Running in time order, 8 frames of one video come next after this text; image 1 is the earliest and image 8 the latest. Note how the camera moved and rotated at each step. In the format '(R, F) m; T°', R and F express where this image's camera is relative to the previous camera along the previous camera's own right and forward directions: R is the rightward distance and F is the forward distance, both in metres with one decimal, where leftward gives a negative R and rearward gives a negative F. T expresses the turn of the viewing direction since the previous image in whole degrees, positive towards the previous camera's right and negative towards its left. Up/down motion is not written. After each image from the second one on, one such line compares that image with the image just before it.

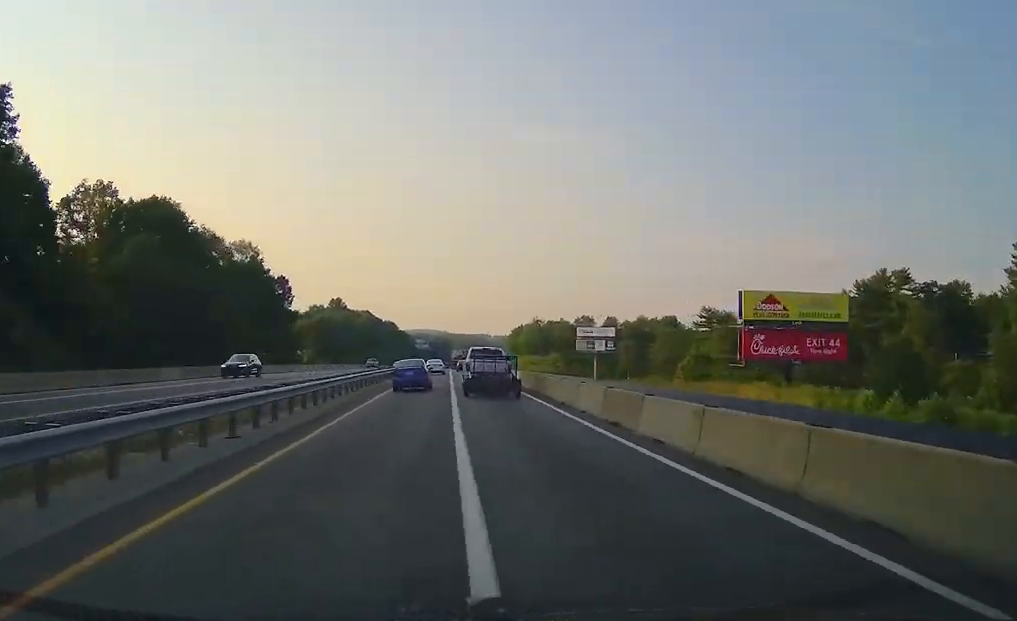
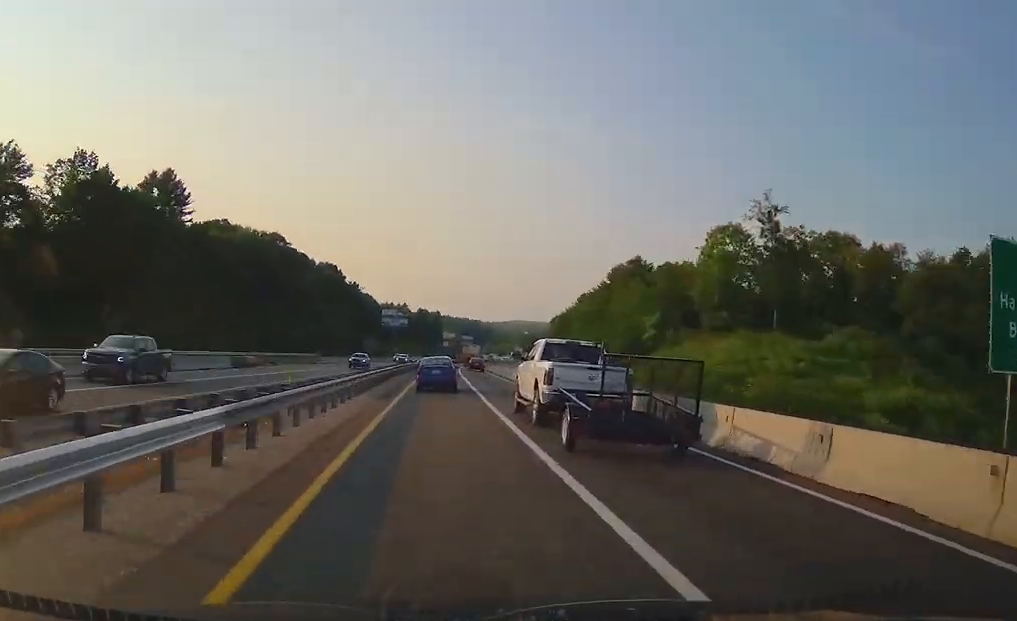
(+3.5, +213.8) m; +3°
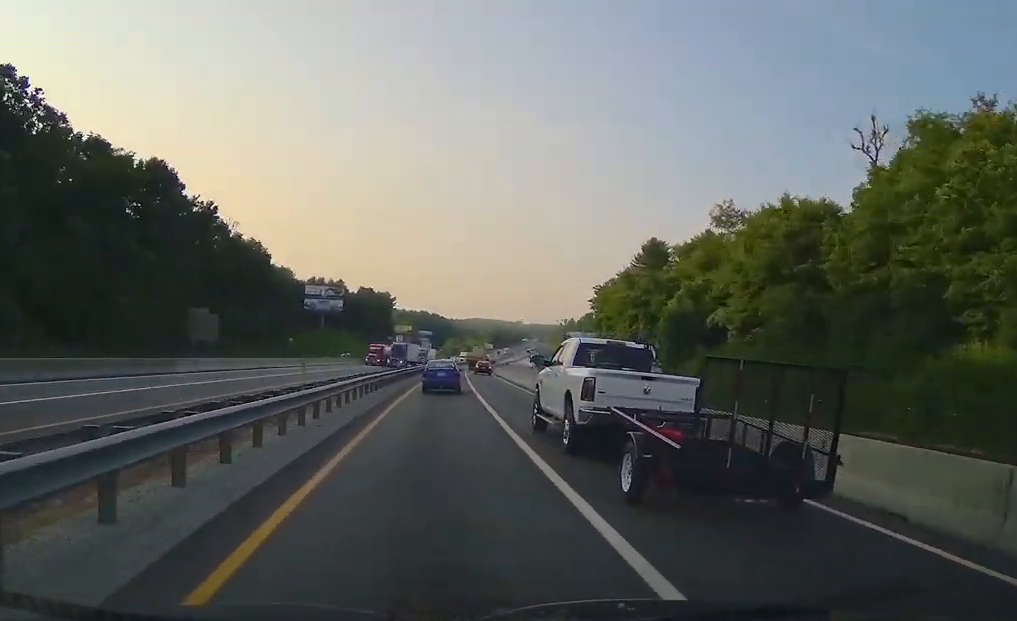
(+2.8, +120.3) m; +3°
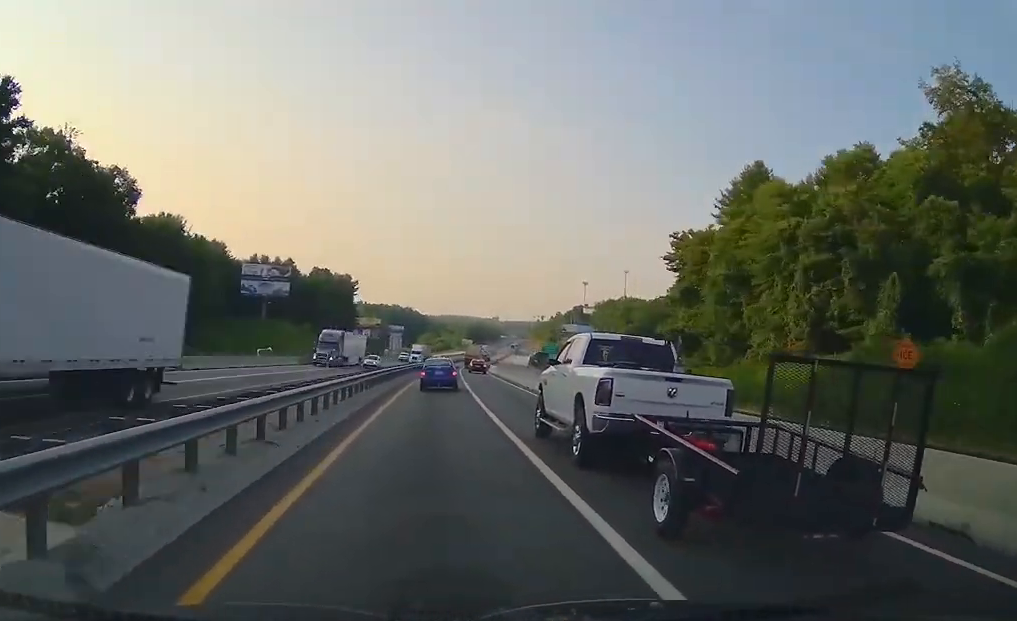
(+0.3, +56.0) m; +2°
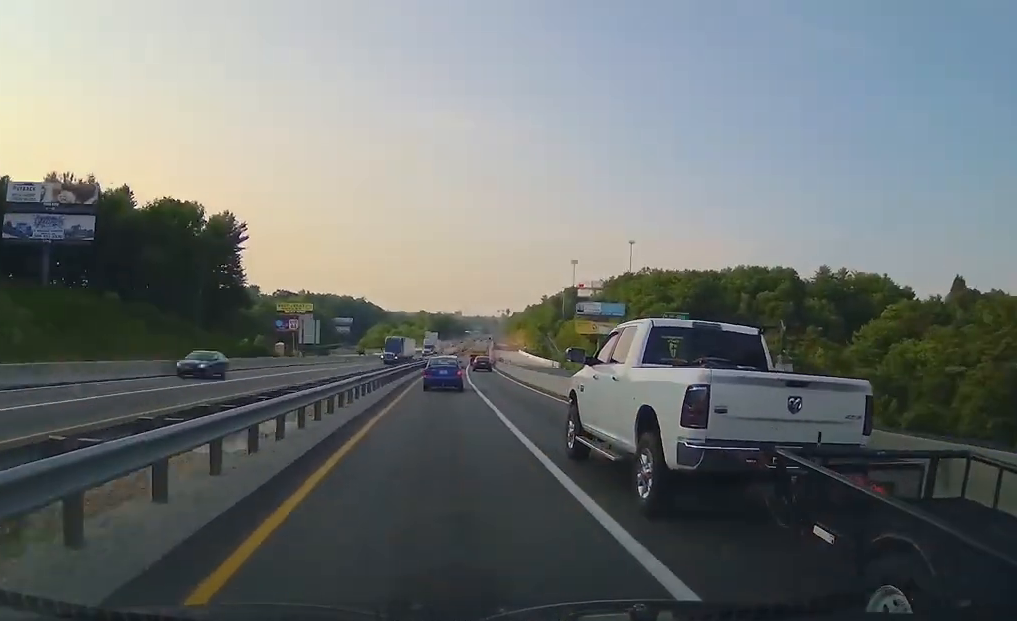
(+2.4, +107.3) m; +4°
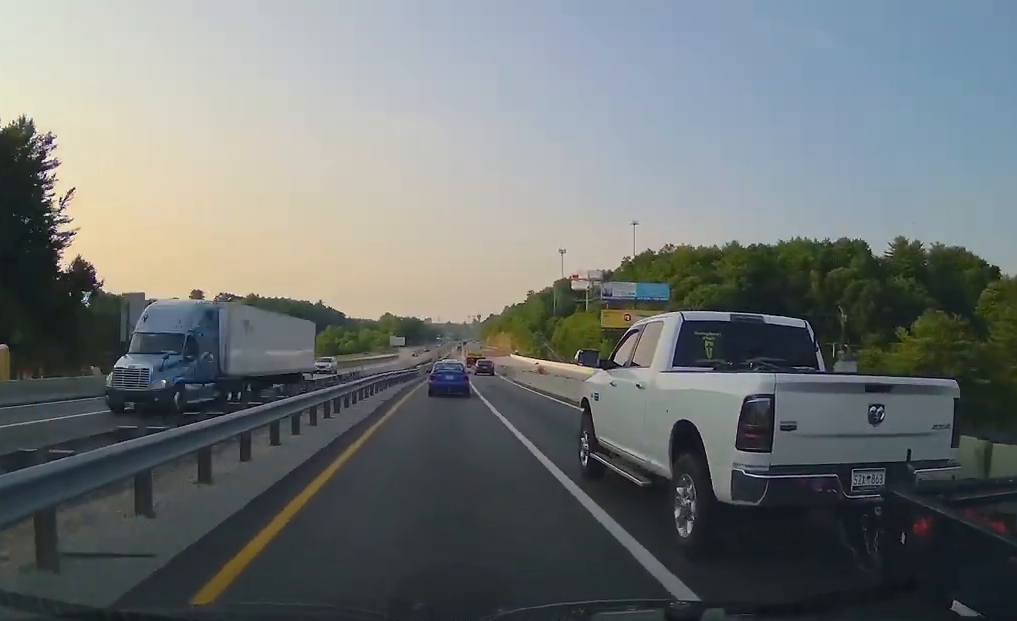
(+3.5, +66.5) m; +2°
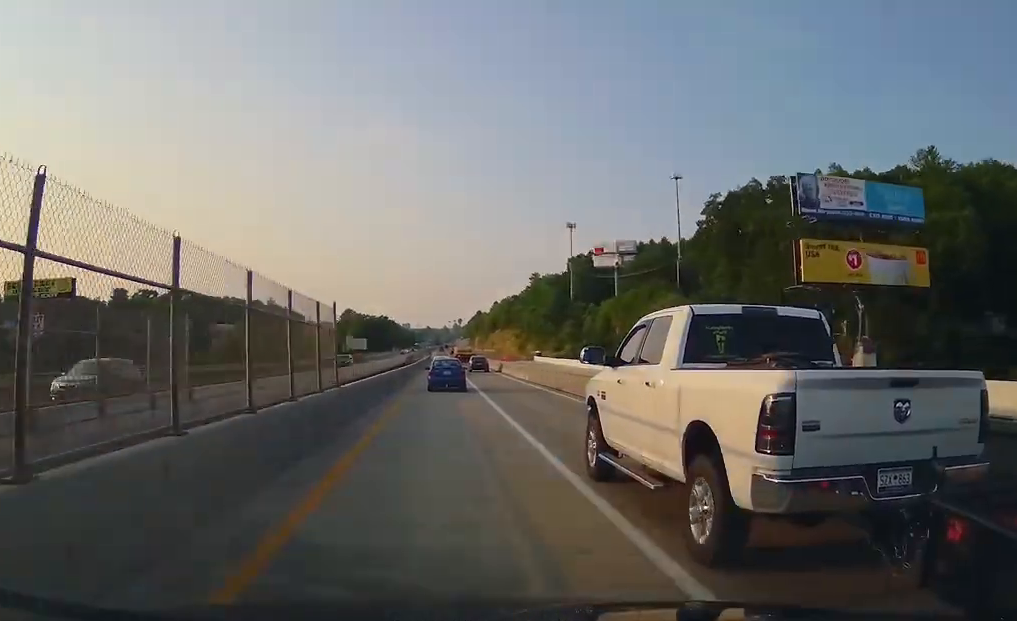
(+2.0, +93.7) m; +1°
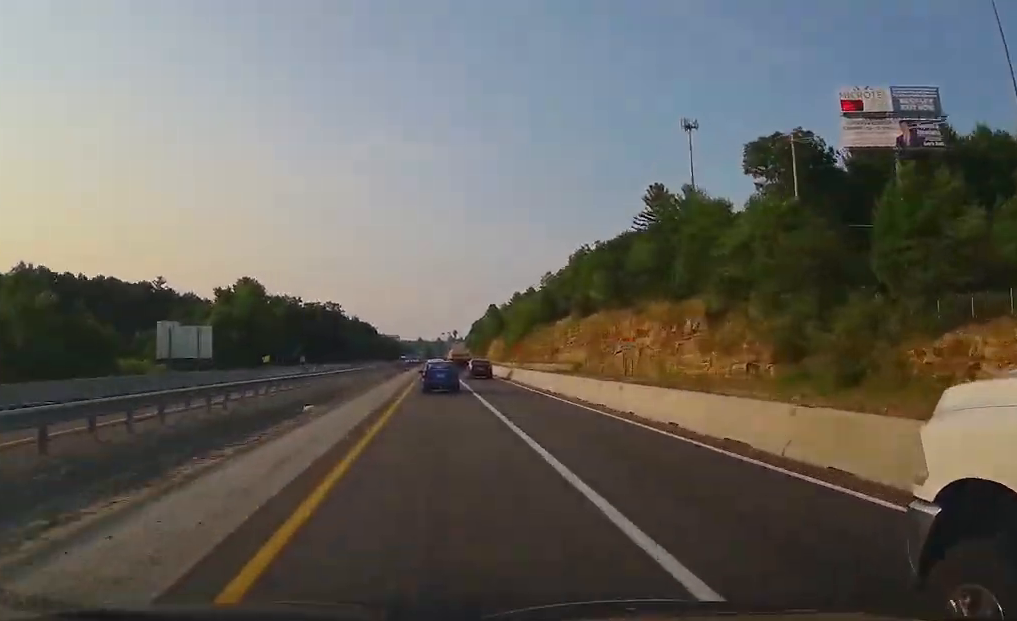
(-0.6, +162.6) m; 0°
